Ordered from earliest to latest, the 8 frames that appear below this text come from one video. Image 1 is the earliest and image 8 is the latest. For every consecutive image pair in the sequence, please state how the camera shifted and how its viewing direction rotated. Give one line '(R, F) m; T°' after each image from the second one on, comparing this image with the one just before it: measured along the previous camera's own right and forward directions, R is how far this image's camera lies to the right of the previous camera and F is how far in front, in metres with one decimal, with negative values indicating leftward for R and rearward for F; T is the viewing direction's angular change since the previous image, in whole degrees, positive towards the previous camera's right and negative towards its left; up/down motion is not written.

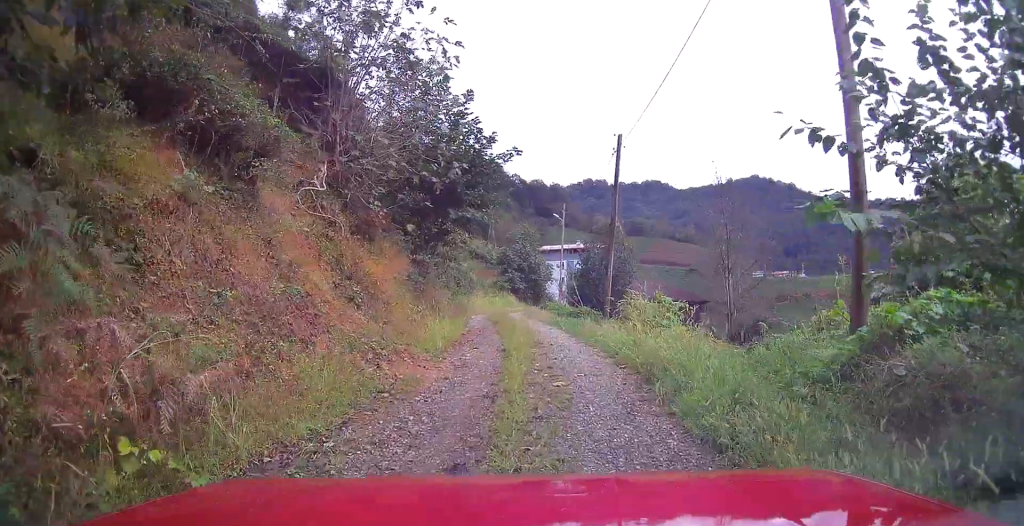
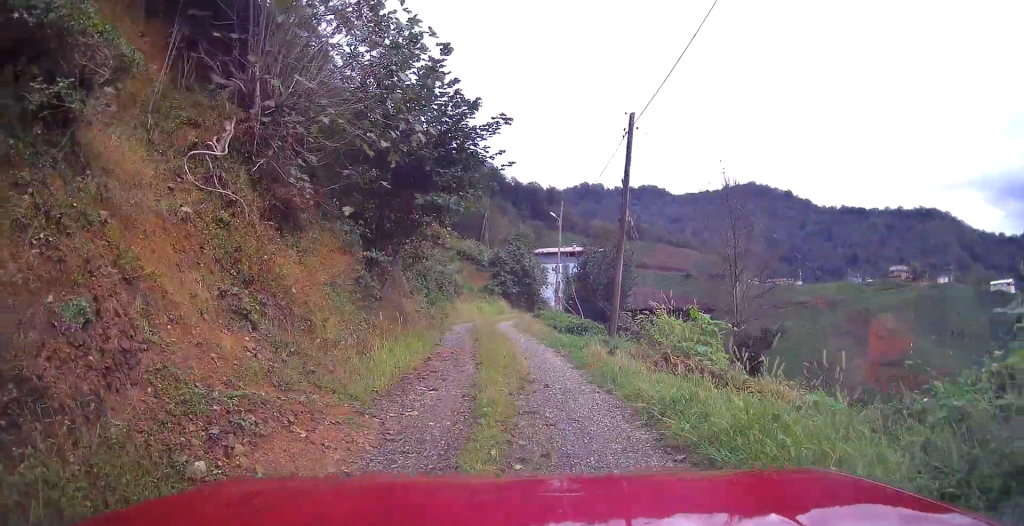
(-0.1, +3.5) m; 0°
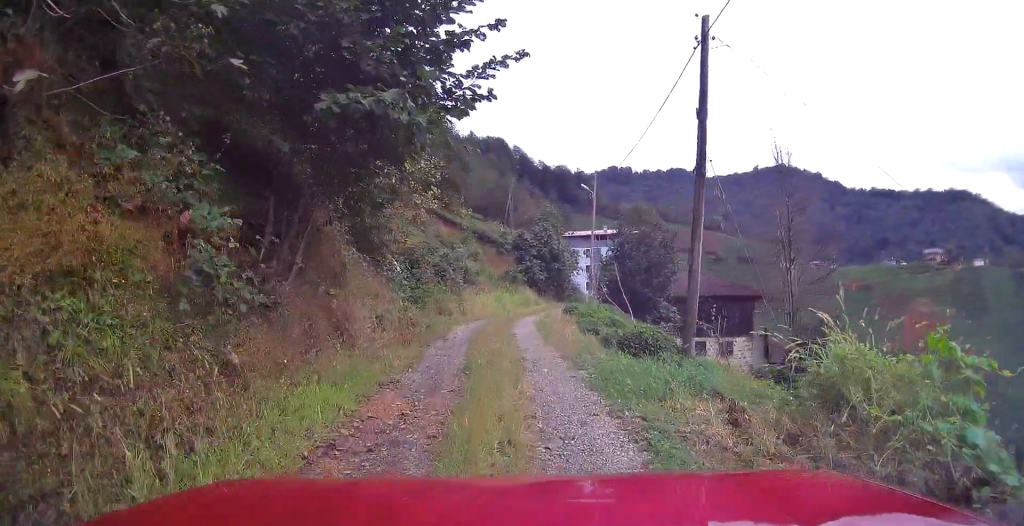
(+0.1, +6.0) m; -3°
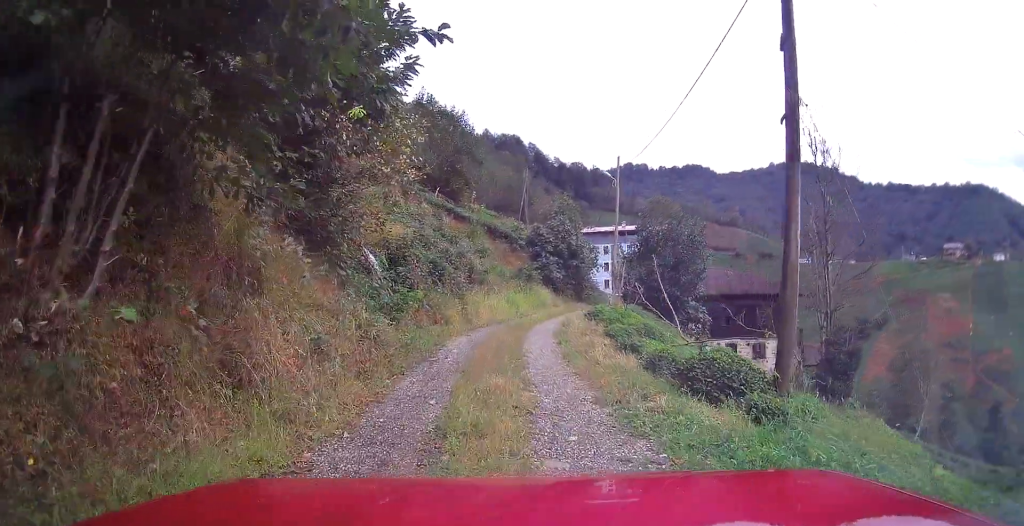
(-0.2, +3.7) m; -3°
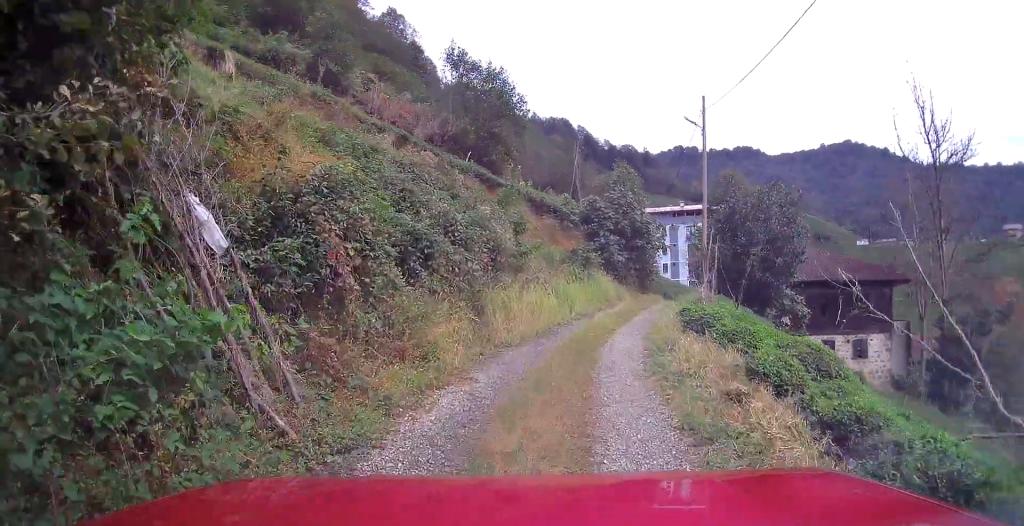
(-0.1, +8.0) m; -1°
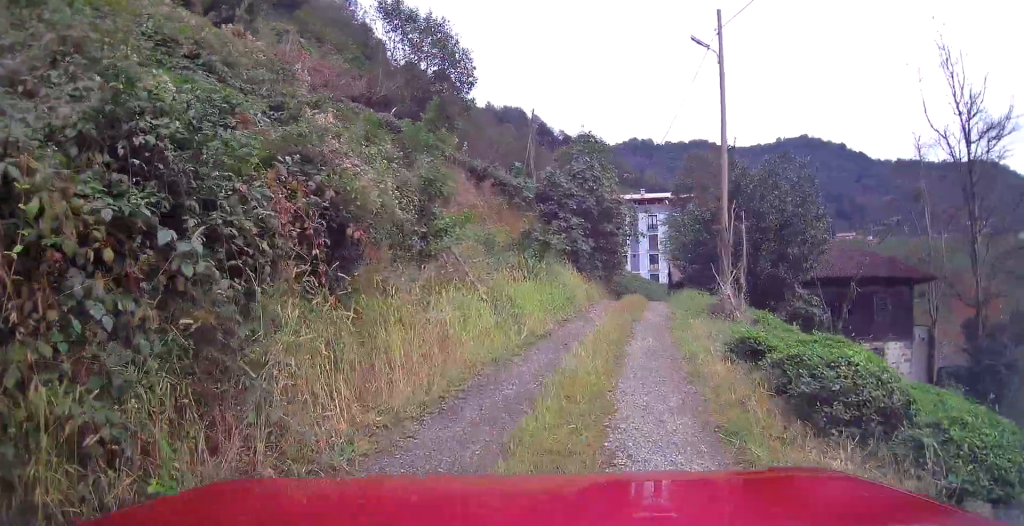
(0.0, +7.3) m; +3°
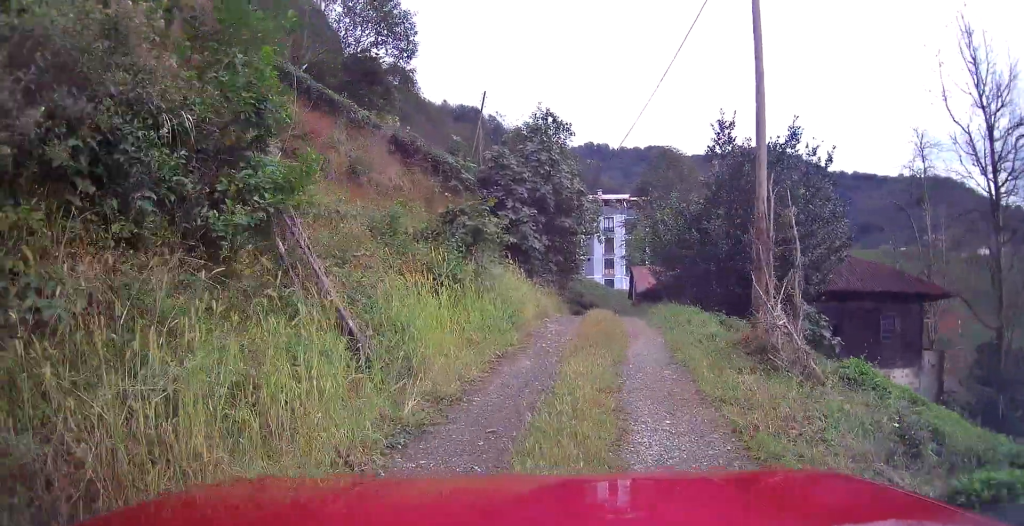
(+0.2, +5.2) m; +7°
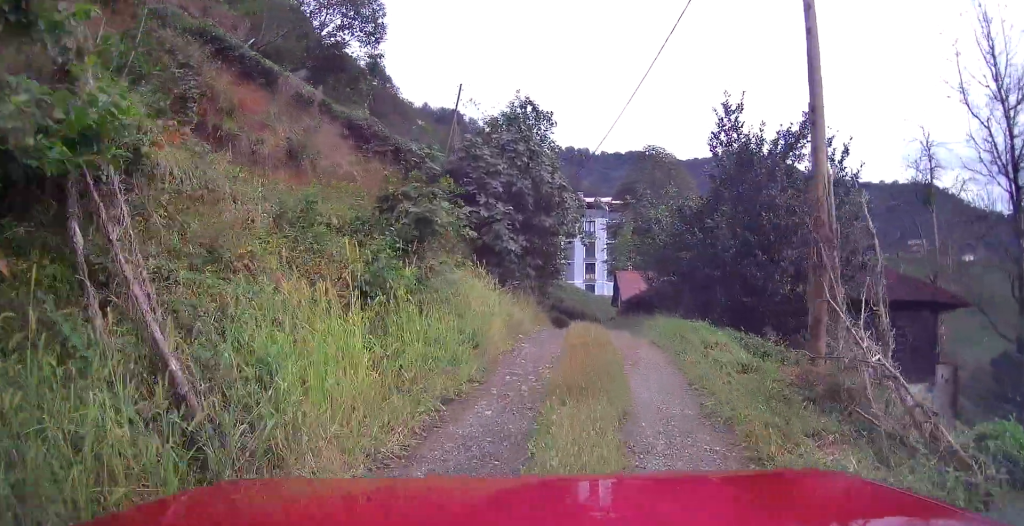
(0.0, +2.6) m; +5°
